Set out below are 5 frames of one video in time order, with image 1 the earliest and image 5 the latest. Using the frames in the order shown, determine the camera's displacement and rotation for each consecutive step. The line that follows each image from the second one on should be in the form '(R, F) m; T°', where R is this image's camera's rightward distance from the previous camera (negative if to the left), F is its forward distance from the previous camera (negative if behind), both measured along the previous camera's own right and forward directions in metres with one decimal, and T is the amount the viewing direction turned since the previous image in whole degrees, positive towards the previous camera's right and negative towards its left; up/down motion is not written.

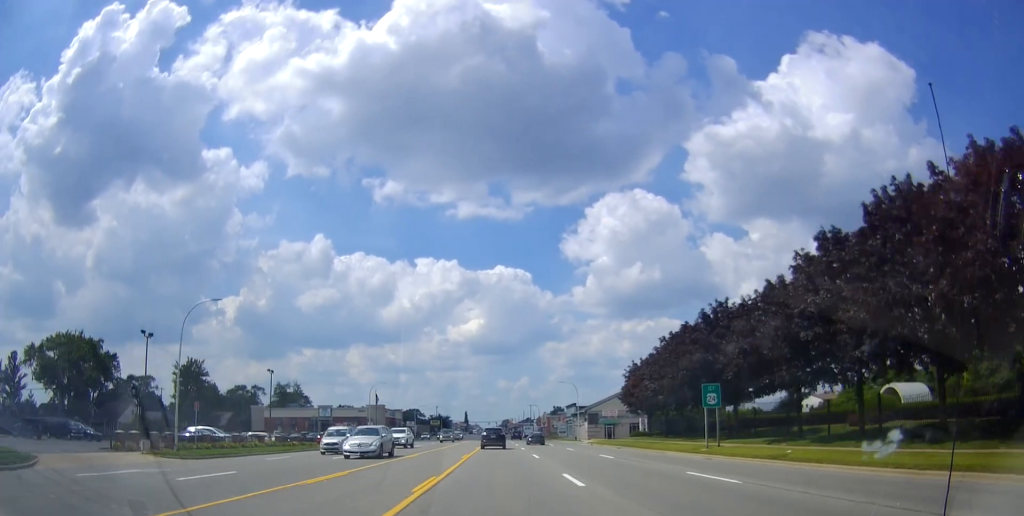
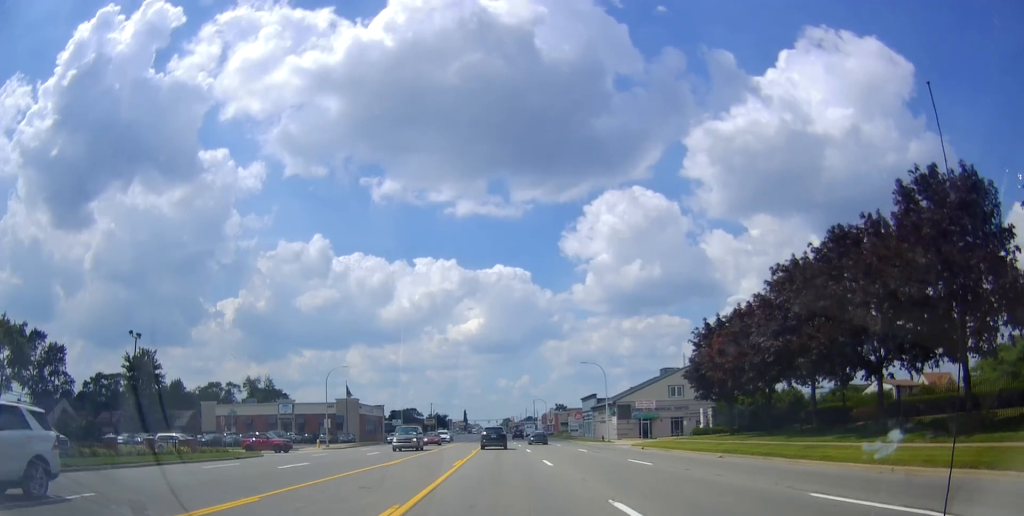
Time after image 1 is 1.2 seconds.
(-0.5, +23.7) m; -1°
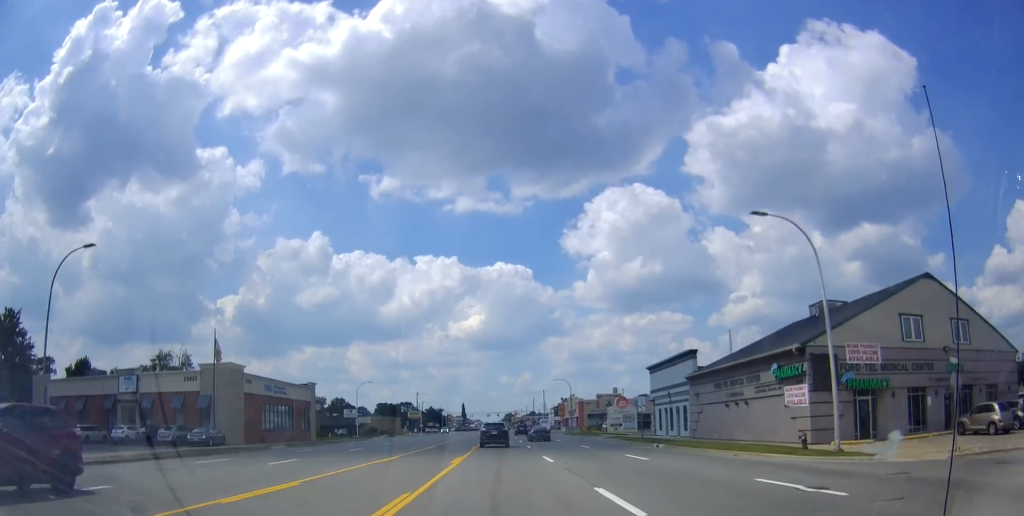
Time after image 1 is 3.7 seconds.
(+1.2, +47.0) m; +2°
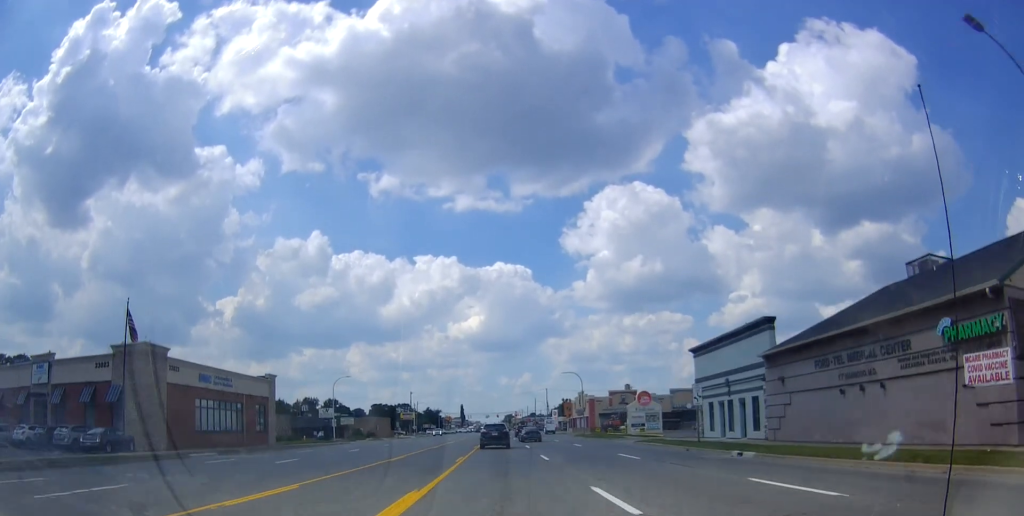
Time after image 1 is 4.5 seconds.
(0.0, +14.1) m; 0°
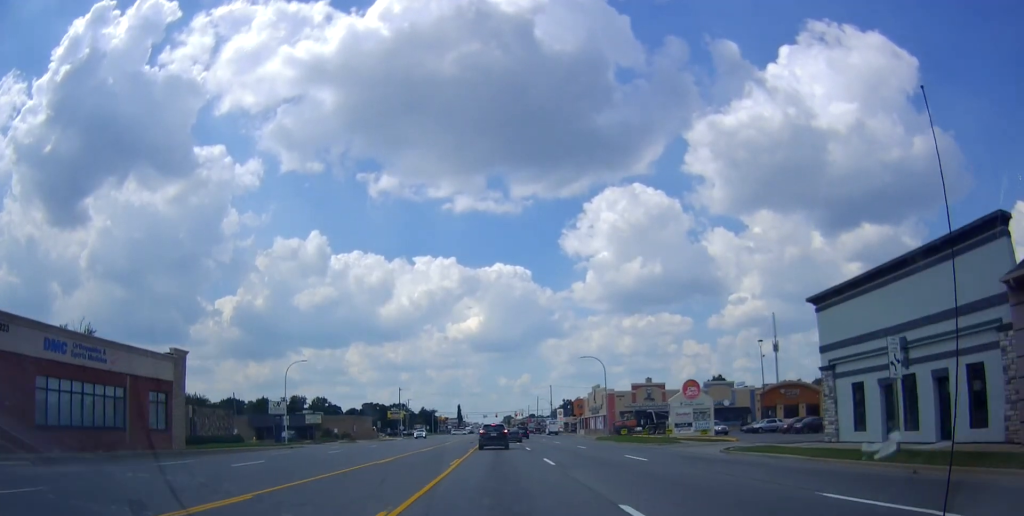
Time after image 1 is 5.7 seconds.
(0.0, +19.6) m; 0°
